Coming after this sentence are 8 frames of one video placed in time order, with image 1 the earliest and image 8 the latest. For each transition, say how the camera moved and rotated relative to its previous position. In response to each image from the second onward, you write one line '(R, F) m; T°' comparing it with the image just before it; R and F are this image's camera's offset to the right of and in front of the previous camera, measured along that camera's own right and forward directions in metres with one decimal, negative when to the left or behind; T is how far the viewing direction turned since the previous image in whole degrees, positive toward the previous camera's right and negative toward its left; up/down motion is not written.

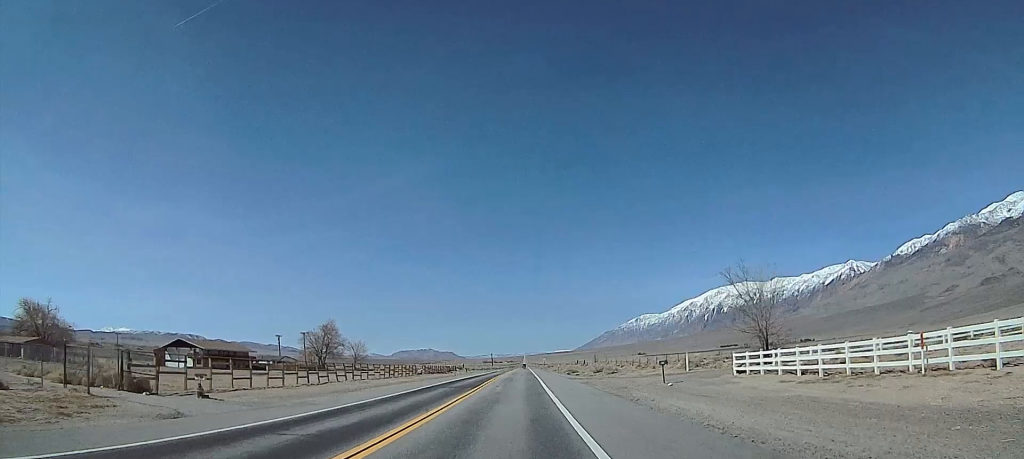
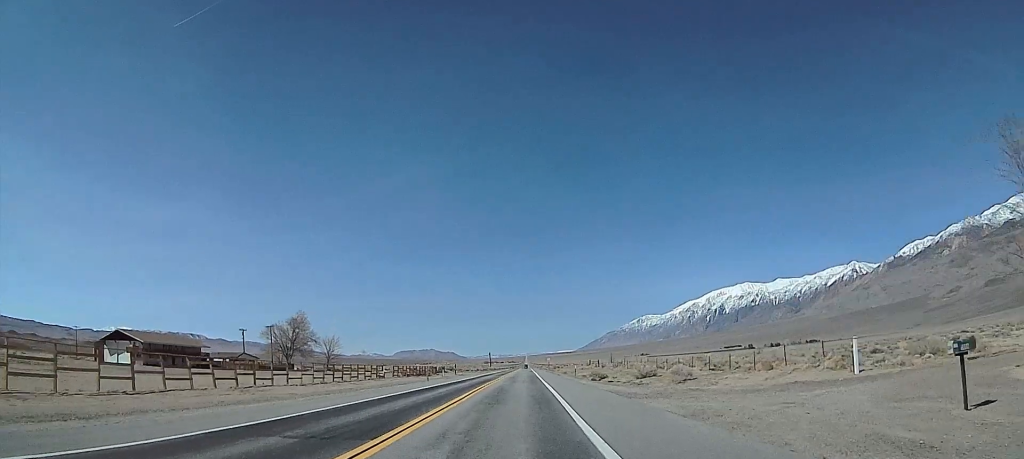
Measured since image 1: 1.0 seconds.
(0.0, +28.5) m; 0°
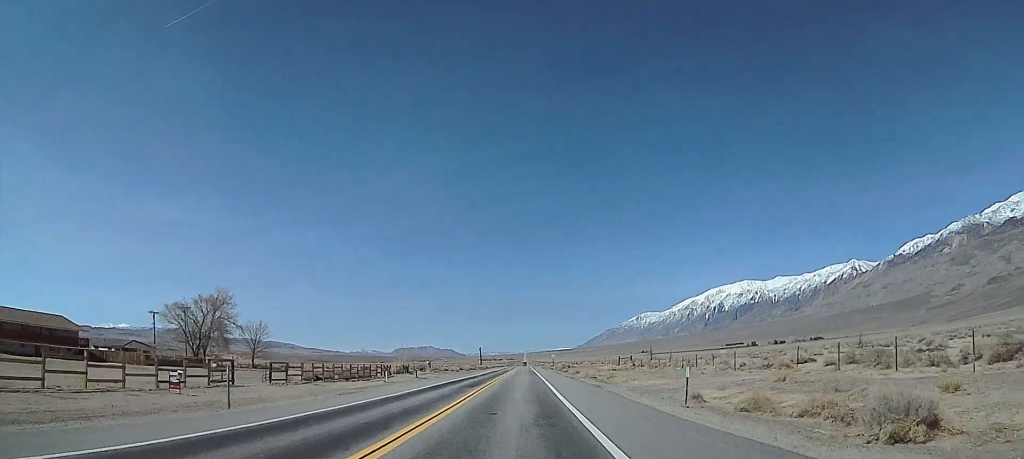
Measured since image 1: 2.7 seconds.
(0.0, +48.2) m; 0°
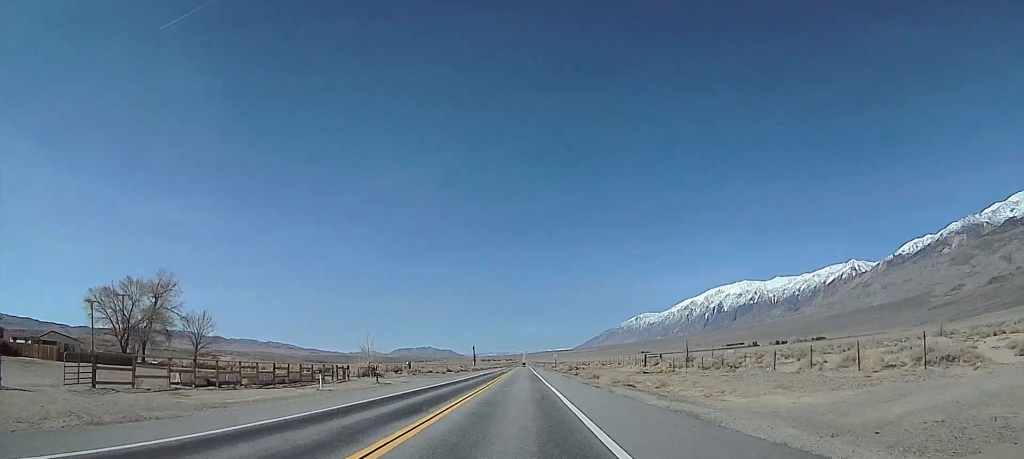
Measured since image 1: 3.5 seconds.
(0.0, +23.9) m; 0°
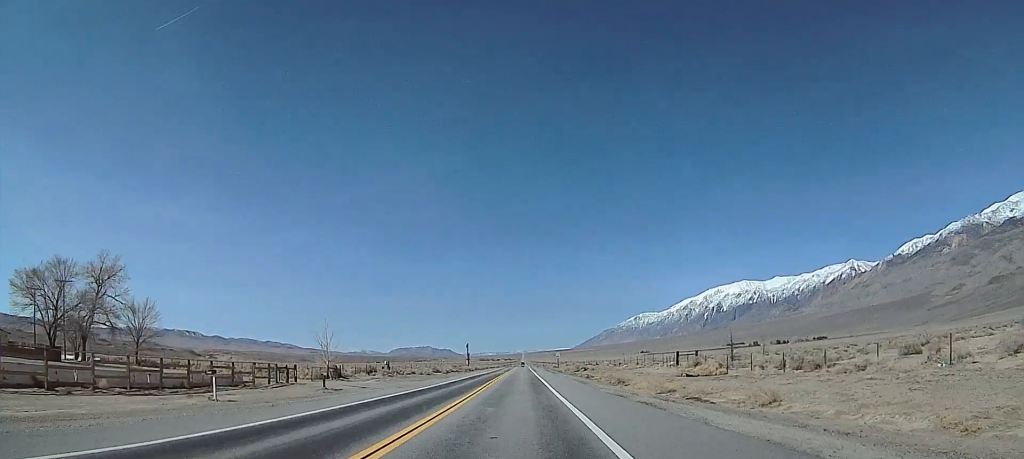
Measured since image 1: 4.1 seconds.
(0.0, +18.1) m; 0°
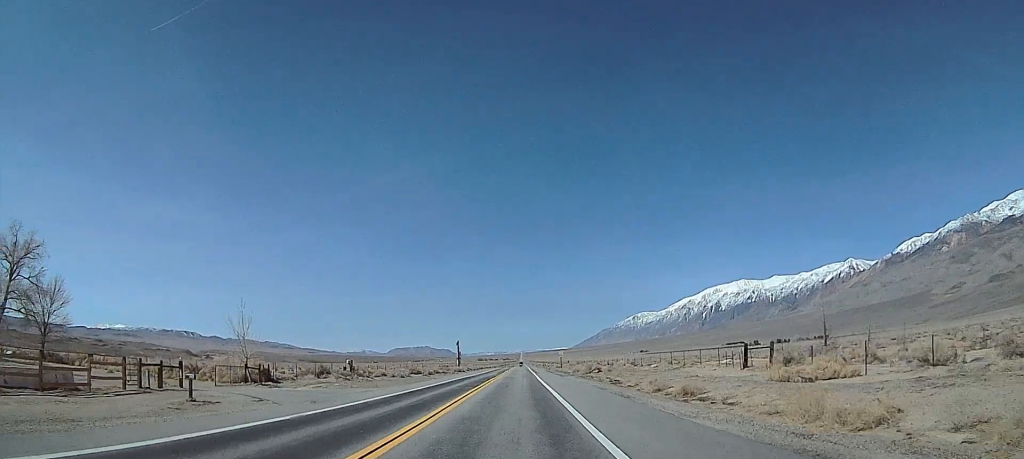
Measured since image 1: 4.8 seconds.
(0.0, +21.3) m; 0°
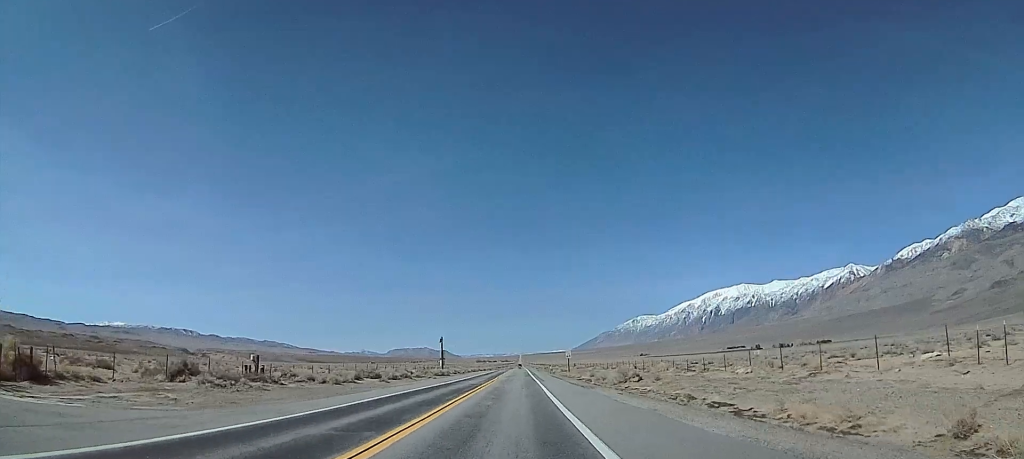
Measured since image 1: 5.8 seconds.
(0.0, +29.5) m; 0°
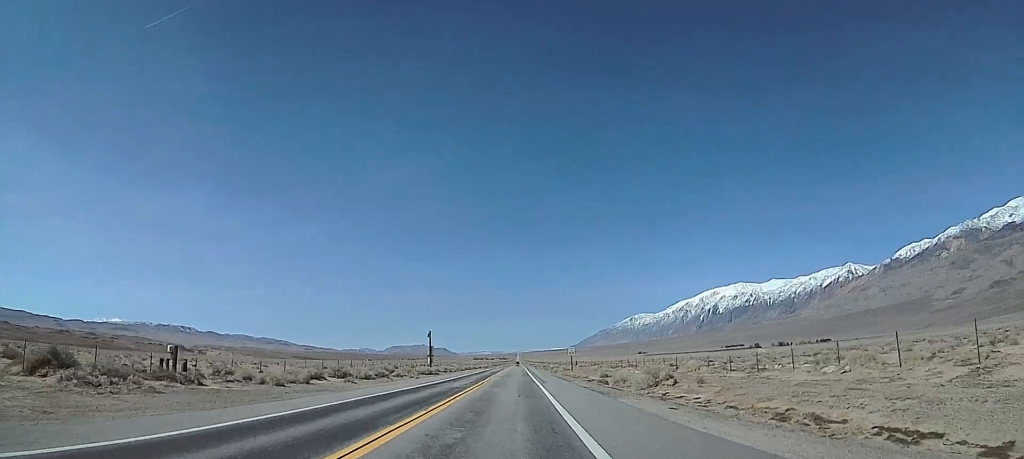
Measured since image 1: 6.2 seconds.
(0.0, +13.2) m; 0°
